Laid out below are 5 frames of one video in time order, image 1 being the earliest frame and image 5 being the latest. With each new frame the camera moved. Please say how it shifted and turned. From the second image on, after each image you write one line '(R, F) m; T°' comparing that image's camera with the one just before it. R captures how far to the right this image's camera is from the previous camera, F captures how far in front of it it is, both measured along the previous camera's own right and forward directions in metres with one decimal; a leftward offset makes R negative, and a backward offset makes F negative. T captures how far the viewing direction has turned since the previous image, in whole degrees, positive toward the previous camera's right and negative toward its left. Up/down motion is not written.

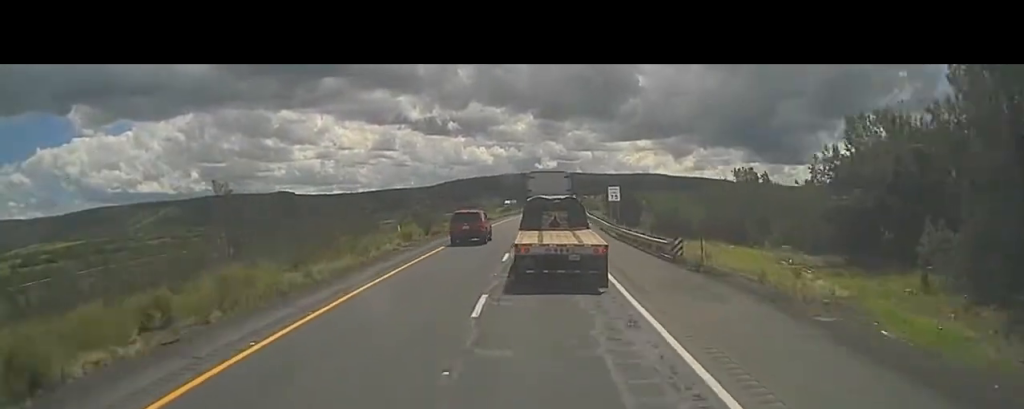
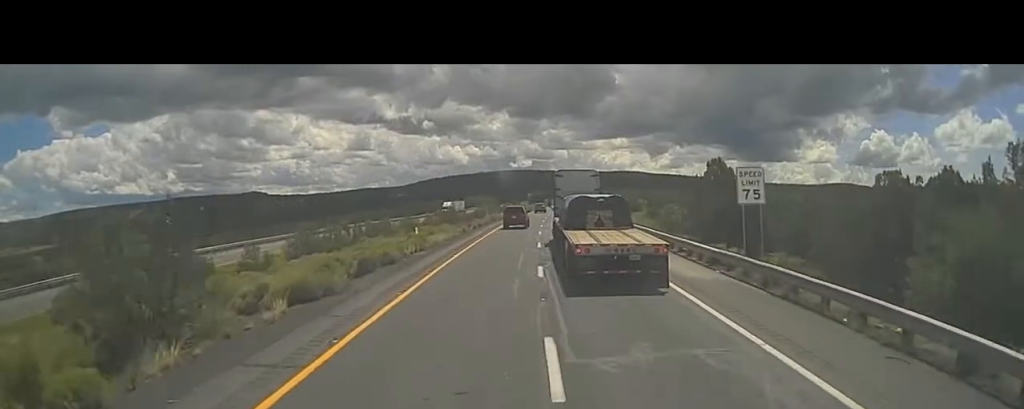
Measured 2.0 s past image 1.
(-0.4, +41.5) m; +1°
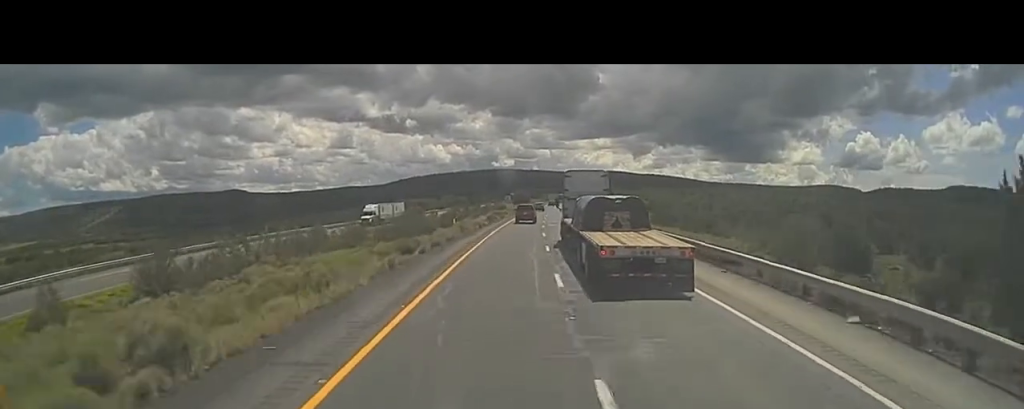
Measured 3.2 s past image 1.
(+0.4, +26.4) m; +2°
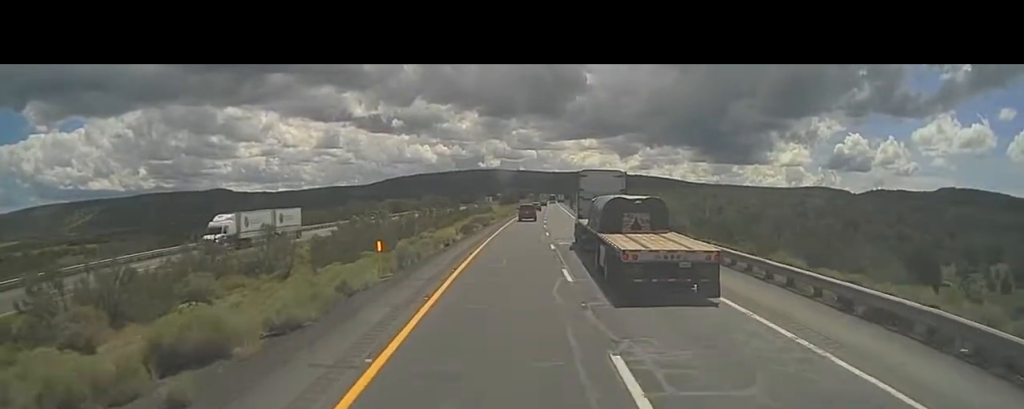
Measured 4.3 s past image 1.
(+0.4, +23.0) m; +2°
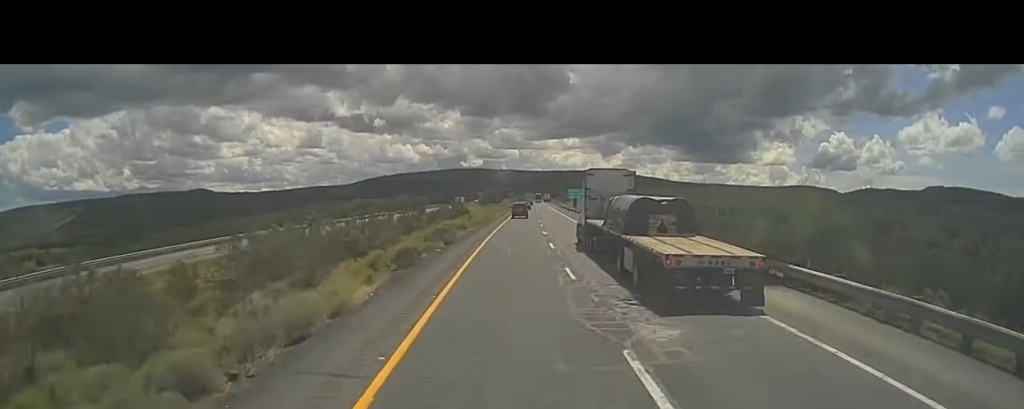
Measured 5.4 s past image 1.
(+0.2, +23.5) m; +1°
